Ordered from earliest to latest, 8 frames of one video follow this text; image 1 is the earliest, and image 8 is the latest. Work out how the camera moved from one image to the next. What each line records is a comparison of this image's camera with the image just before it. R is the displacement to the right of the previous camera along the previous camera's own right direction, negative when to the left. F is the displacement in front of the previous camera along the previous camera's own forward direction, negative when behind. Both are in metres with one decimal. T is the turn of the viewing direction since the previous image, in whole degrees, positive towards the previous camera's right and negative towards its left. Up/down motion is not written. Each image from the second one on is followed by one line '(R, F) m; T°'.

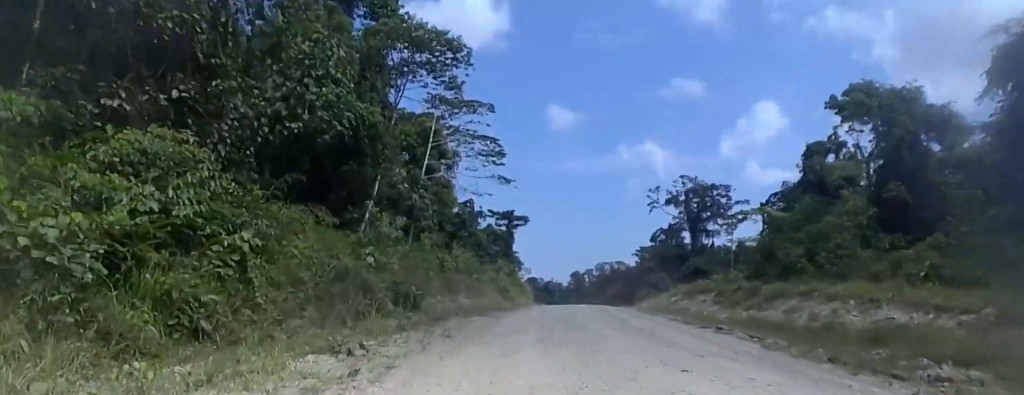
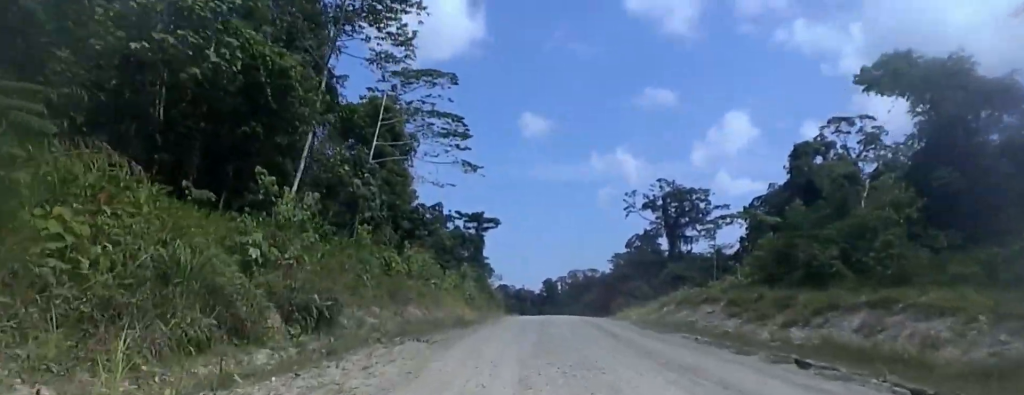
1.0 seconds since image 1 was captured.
(0.0, +12.3) m; 0°
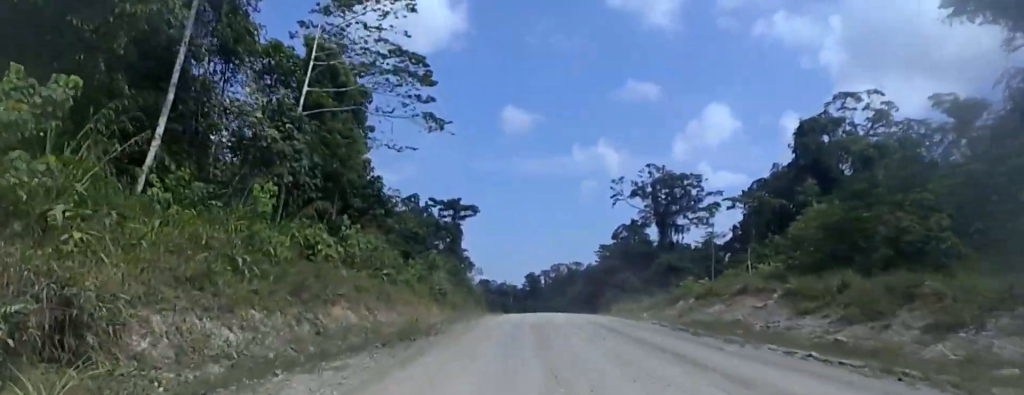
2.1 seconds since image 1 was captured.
(+0.1, +4.3) m; +7°
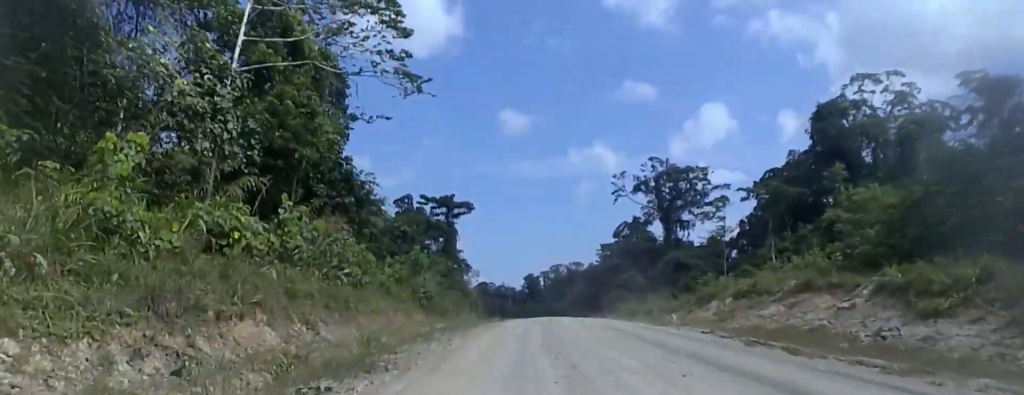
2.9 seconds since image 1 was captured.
(+0.1, +2.4) m; +2°
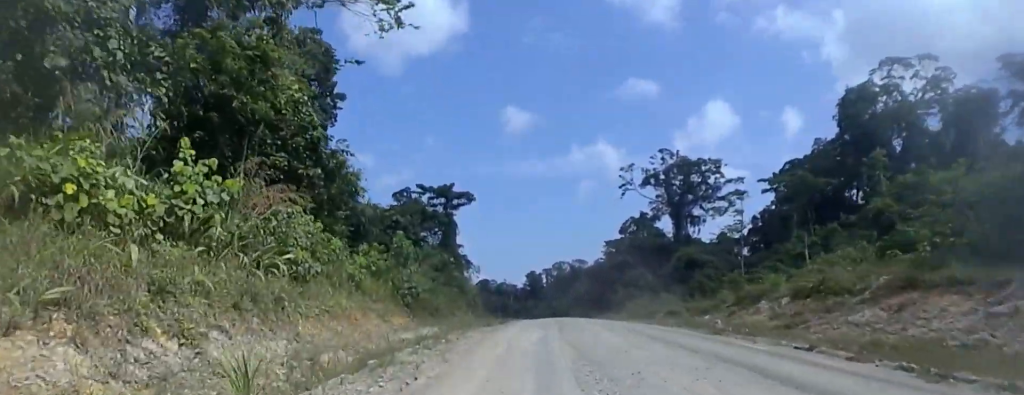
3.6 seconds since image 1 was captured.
(0.0, +3.7) m; 0°
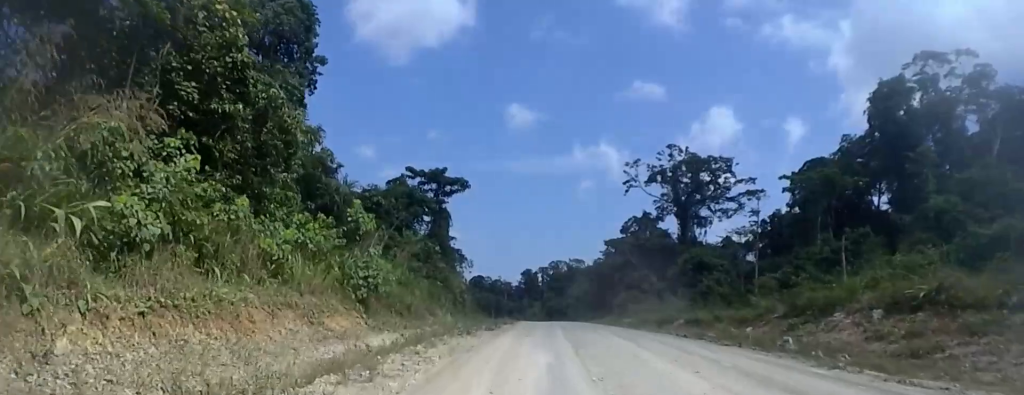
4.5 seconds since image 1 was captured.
(0.0, +6.2) m; 0°
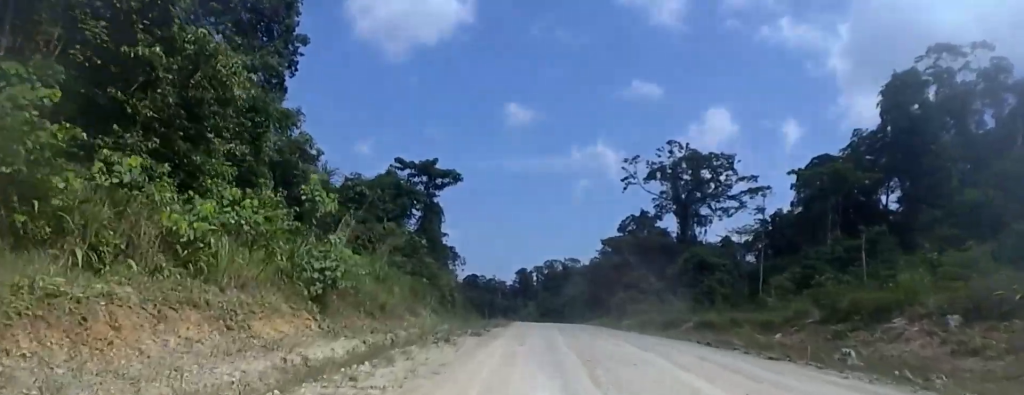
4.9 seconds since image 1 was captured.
(0.0, +4.3) m; 0°
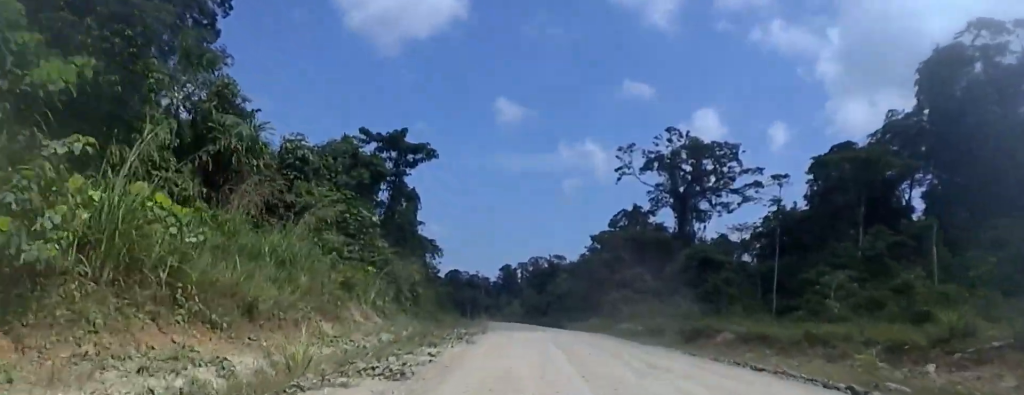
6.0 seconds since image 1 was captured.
(0.0, +12.3) m; 0°
